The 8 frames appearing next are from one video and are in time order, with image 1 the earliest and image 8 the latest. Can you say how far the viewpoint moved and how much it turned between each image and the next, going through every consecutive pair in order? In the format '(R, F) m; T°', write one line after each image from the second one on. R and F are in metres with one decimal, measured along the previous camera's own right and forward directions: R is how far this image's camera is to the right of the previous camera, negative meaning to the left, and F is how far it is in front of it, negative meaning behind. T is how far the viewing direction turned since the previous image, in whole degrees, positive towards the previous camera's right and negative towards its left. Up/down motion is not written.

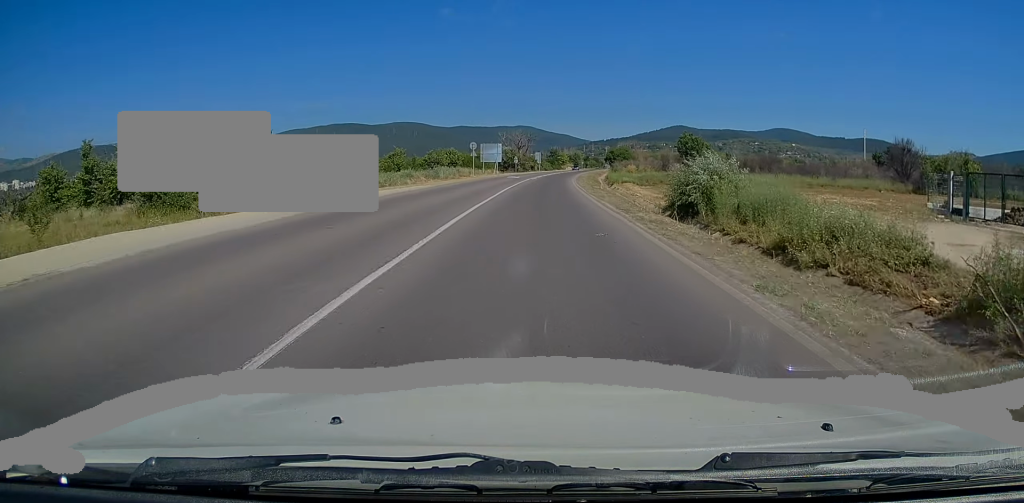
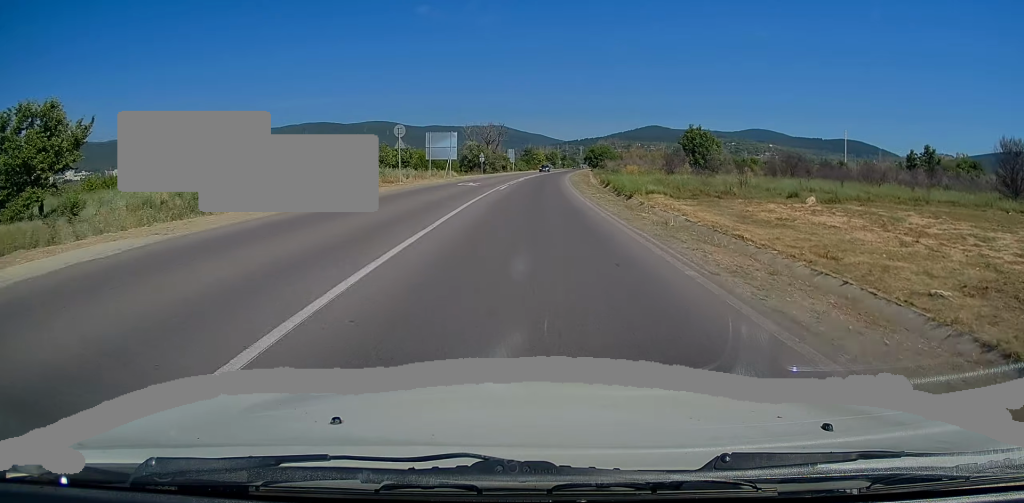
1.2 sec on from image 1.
(+0.7, +26.3) m; +2°
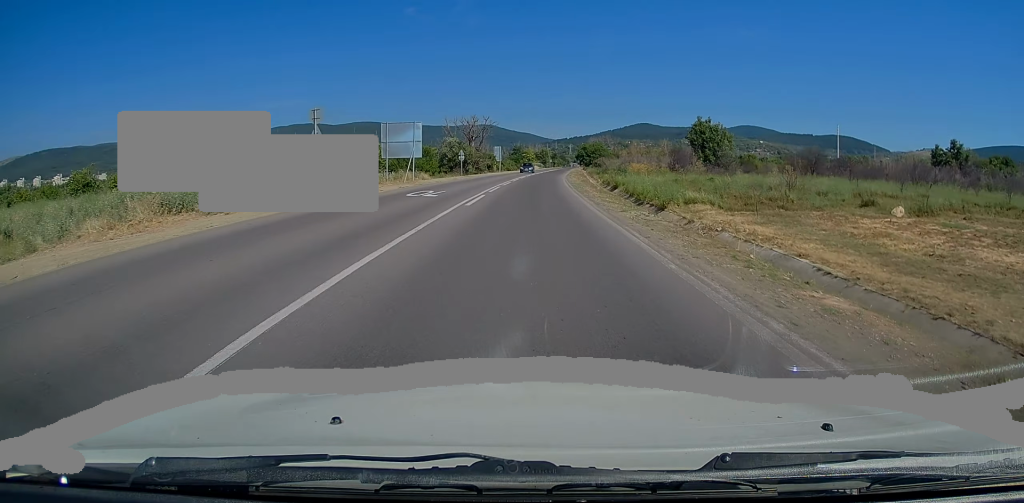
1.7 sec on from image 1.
(0.0, +13.0) m; +1°
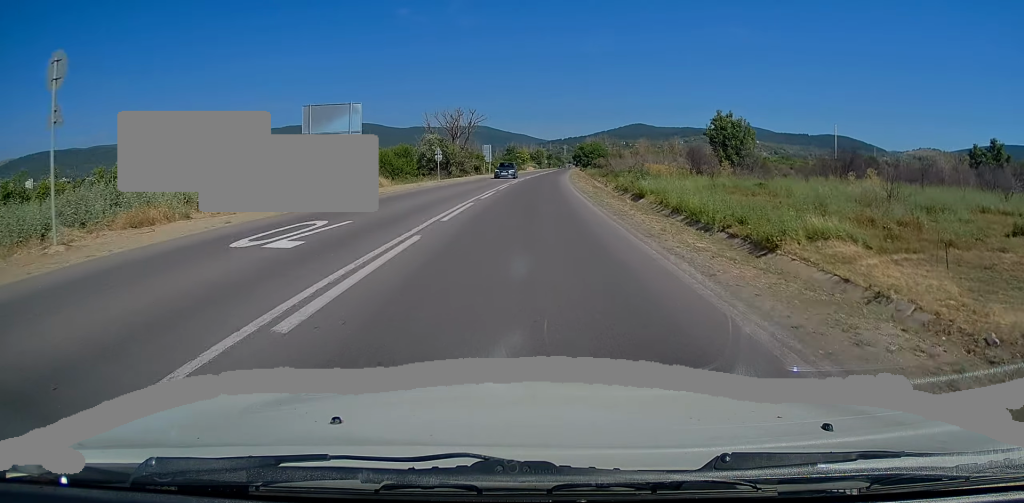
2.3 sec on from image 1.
(+0.3, +14.0) m; +1°
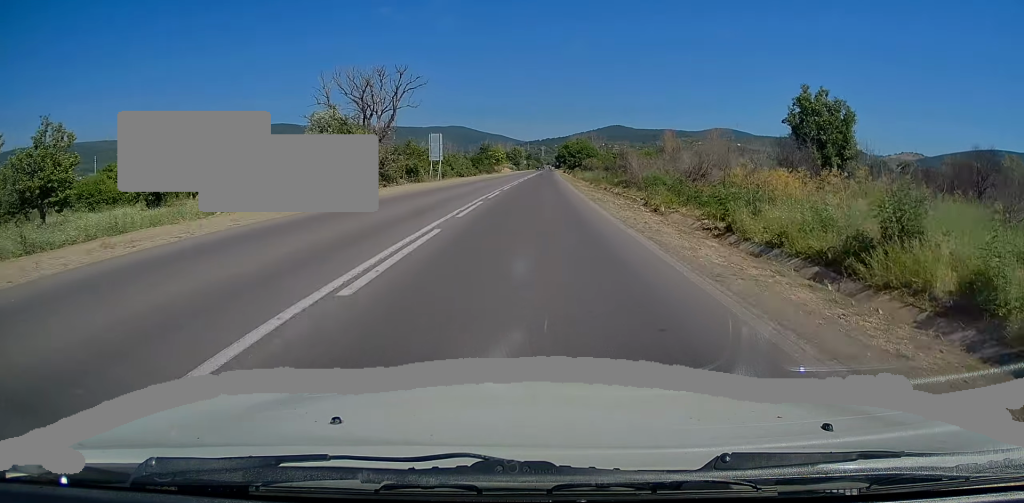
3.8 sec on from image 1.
(+0.3, +34.6) m; +1°
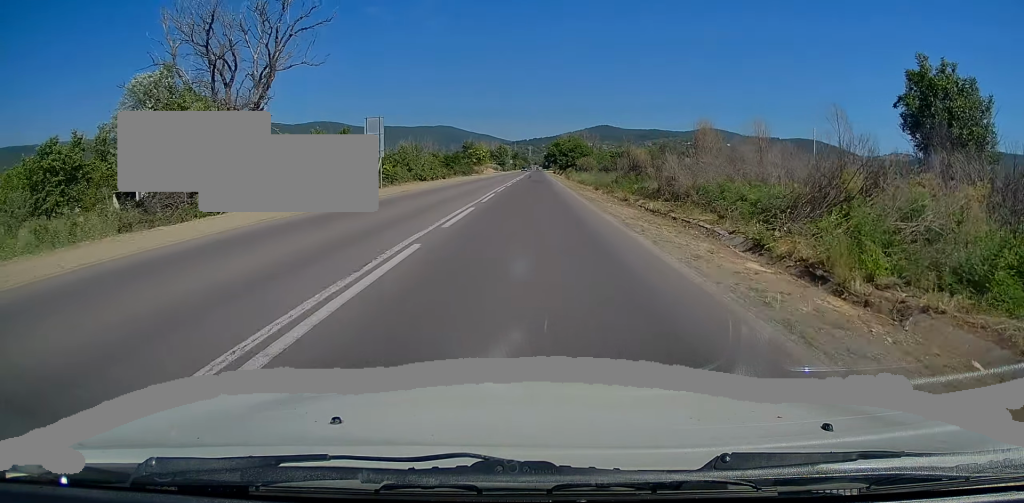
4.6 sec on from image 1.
(+0.2, +20.3) m; +1°
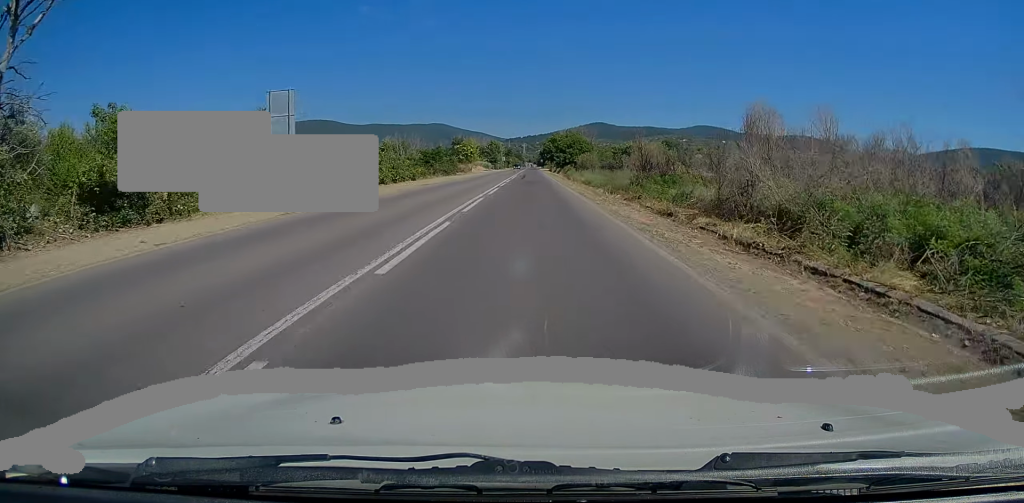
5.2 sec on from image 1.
(+0.1, +14.9) m; 0°
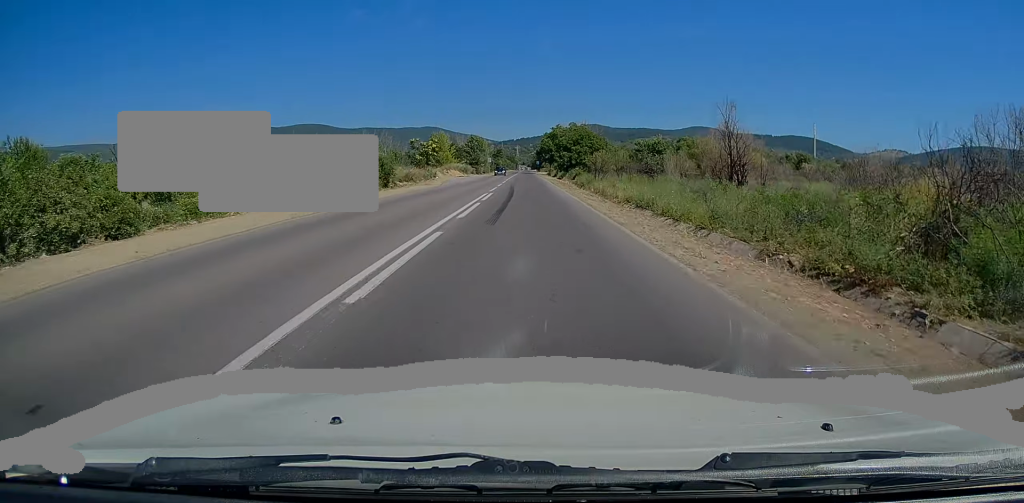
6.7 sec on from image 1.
(+0.1, +37.9) m; +1°
